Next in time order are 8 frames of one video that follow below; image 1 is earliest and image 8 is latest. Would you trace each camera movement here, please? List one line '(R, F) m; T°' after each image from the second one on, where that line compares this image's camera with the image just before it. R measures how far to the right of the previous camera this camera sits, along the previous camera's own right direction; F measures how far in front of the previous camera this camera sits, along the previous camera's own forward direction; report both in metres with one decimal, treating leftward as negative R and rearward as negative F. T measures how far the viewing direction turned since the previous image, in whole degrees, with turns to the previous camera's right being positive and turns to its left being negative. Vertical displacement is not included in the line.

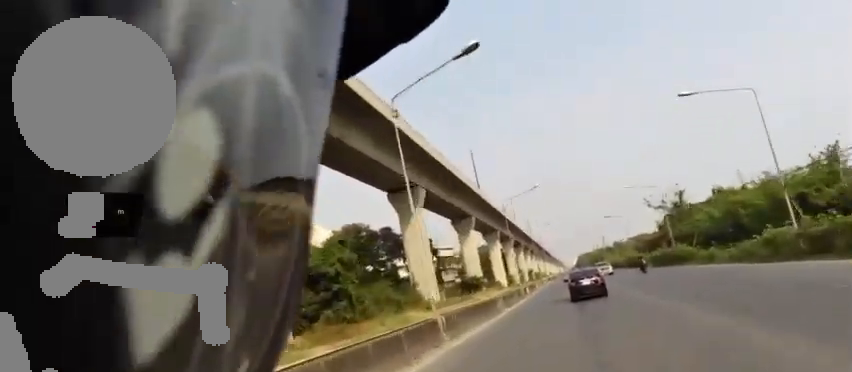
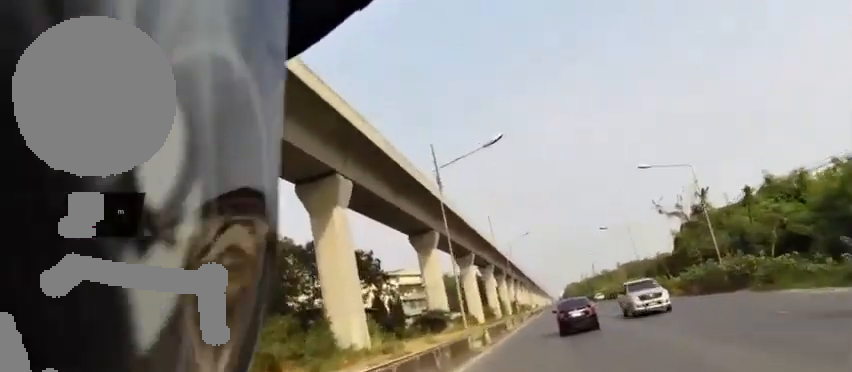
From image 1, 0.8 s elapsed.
(0.0, +19.3) m; +2°
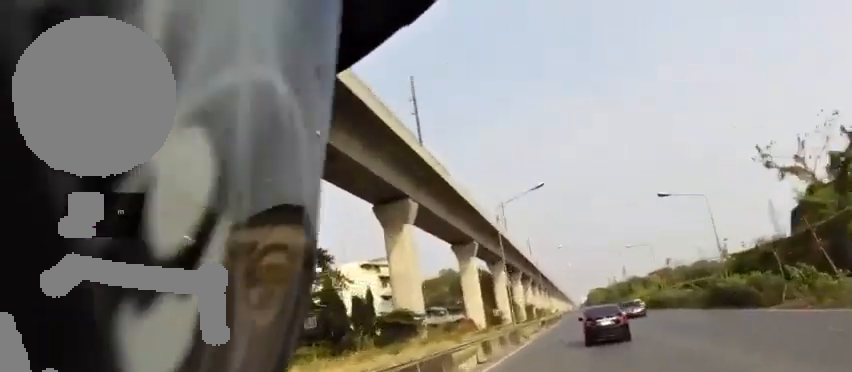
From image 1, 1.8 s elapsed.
(+0.6, +19.8) m; 0°
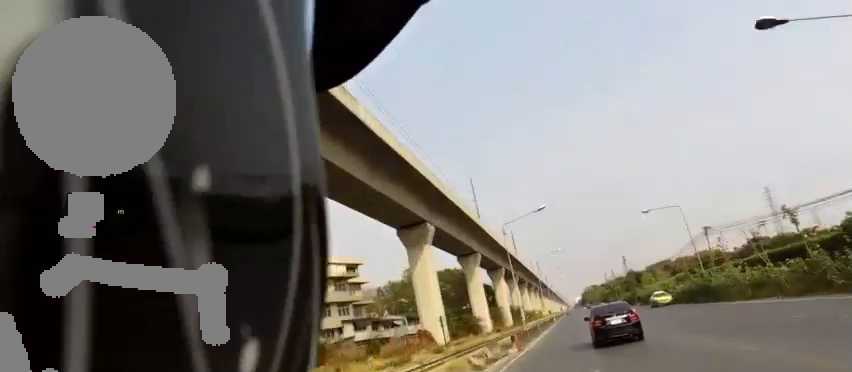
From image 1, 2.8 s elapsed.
(-0.8, +24.1) m; -4°
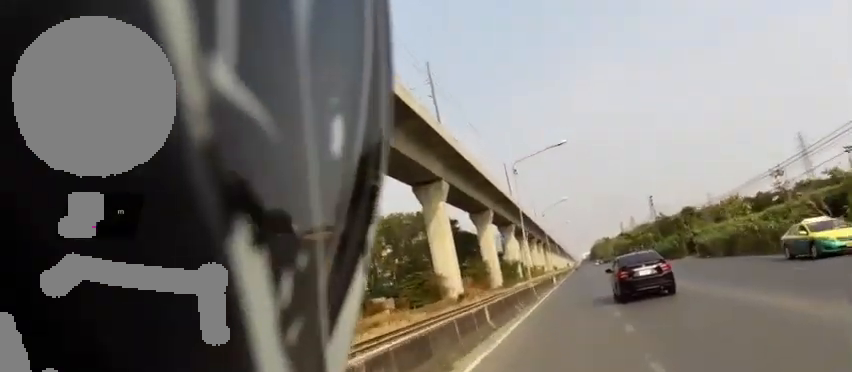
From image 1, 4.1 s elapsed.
(-1.4, +40.5) m; 0°
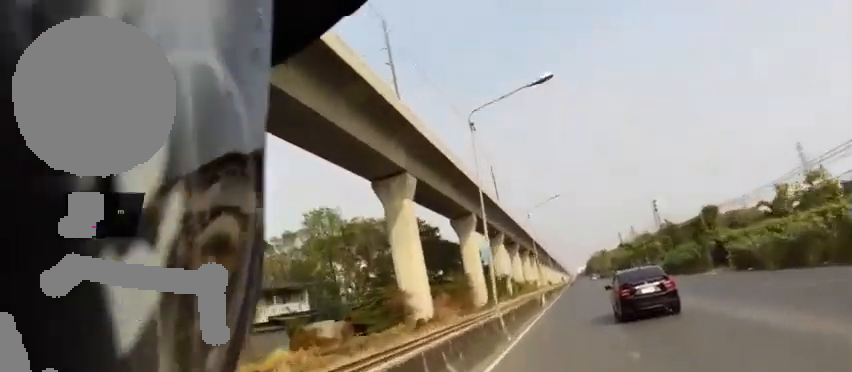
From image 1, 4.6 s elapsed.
(+0.3, +14.8) m; +1°
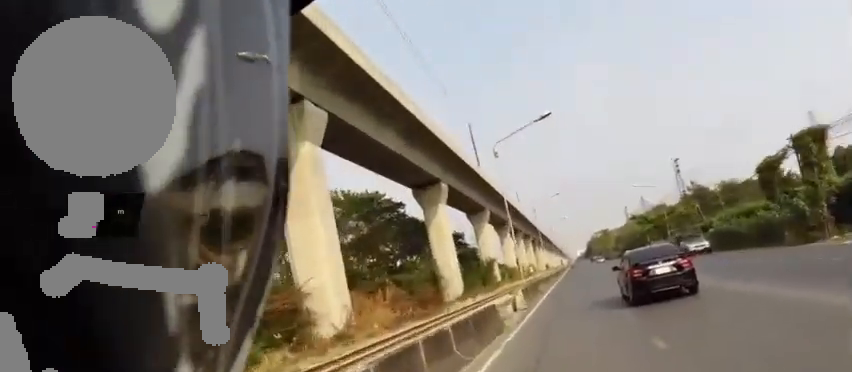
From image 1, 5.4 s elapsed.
(+0.5, +23.9) m; +1°
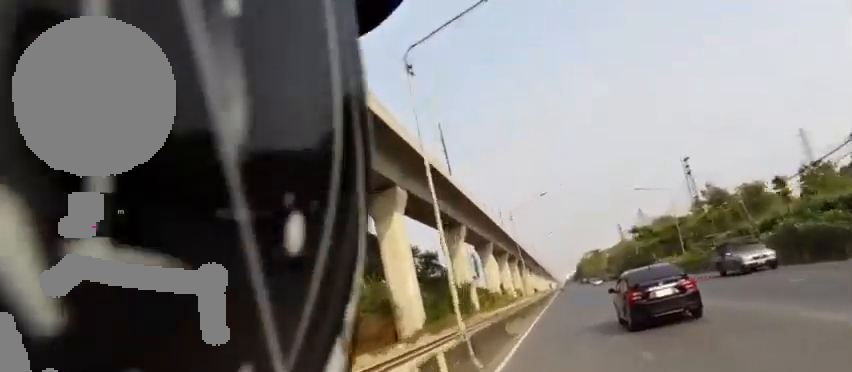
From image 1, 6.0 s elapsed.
(0.0, +15.4) m; 0°
